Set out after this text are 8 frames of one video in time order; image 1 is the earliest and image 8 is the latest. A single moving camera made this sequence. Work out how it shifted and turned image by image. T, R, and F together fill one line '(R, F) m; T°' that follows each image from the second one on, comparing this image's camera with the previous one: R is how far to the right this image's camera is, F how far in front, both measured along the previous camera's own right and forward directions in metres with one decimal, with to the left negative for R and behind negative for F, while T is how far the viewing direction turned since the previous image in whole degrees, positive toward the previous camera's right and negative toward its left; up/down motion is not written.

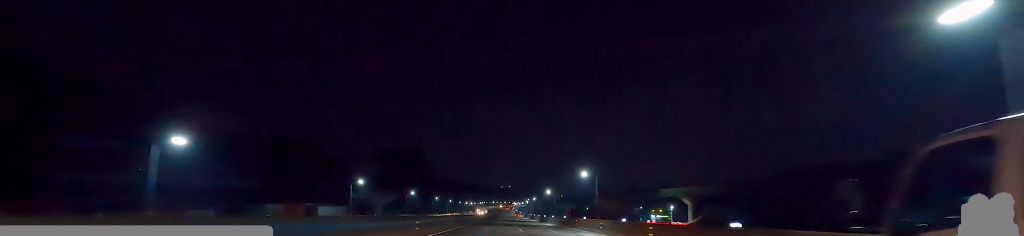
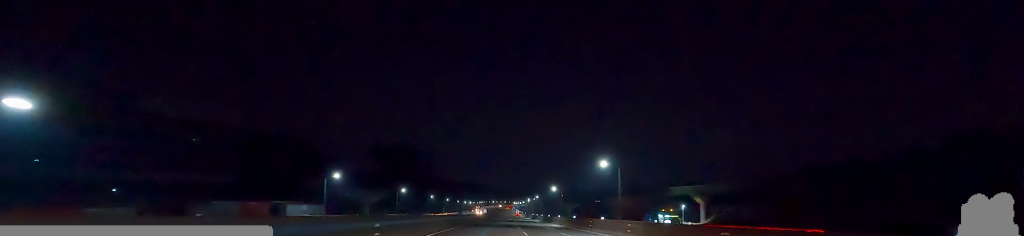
(0.0, +11.6) m; 0°
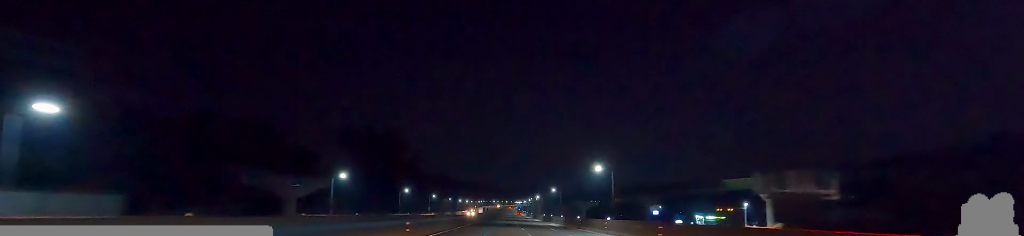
(-0.1, +43.3) m; 0°
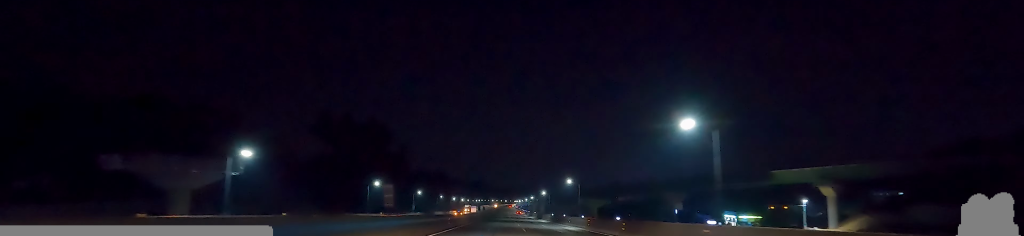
(0.0, +25.8) m; 0°
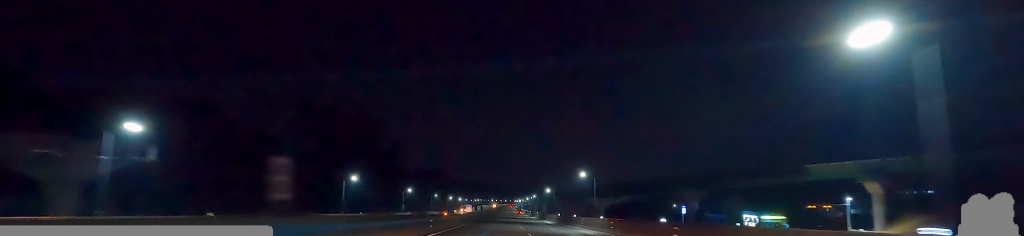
(0.0, +13.3) m; 0°
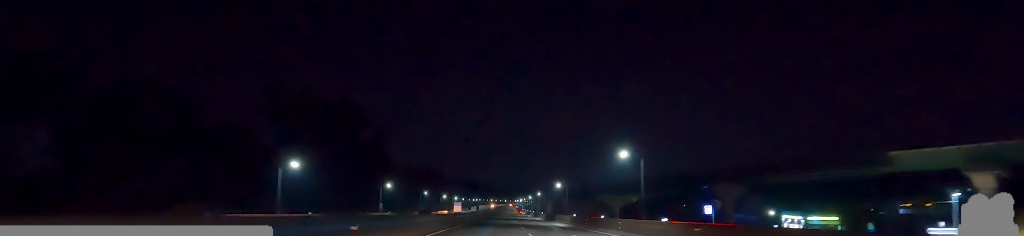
(0.0, +21.3) m; 0°
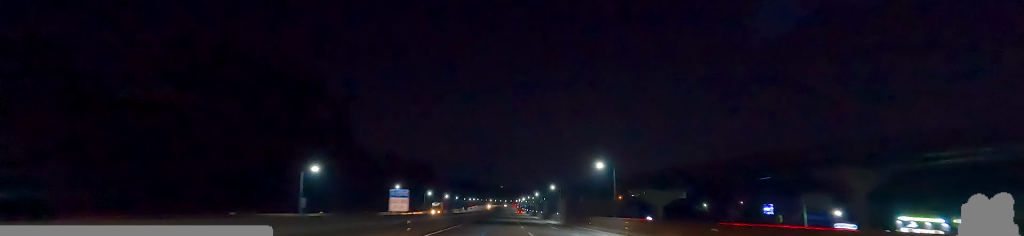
(+1.0, +38.0) m; +3°
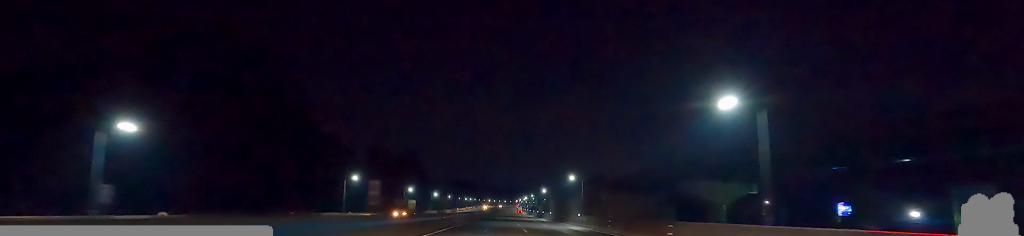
(+0.3, +29.4) m; -1°
